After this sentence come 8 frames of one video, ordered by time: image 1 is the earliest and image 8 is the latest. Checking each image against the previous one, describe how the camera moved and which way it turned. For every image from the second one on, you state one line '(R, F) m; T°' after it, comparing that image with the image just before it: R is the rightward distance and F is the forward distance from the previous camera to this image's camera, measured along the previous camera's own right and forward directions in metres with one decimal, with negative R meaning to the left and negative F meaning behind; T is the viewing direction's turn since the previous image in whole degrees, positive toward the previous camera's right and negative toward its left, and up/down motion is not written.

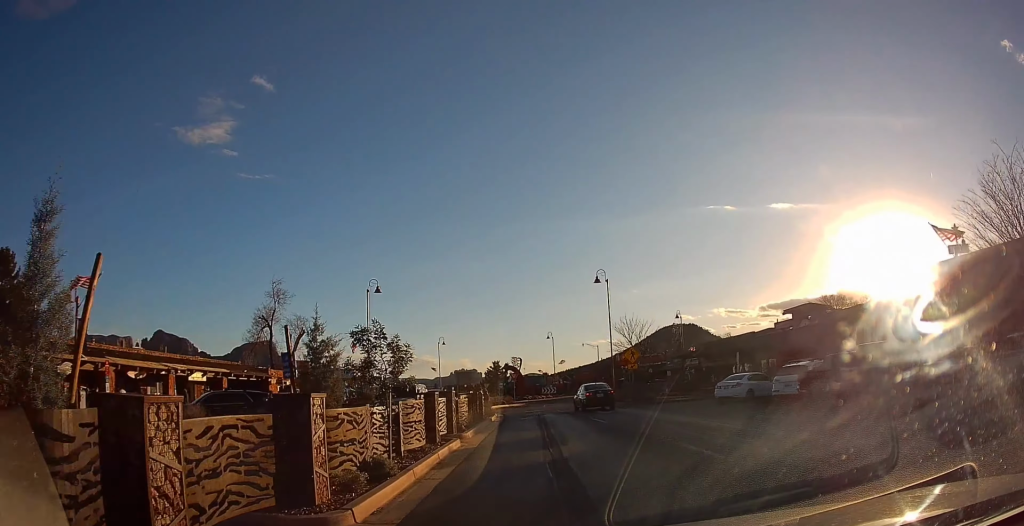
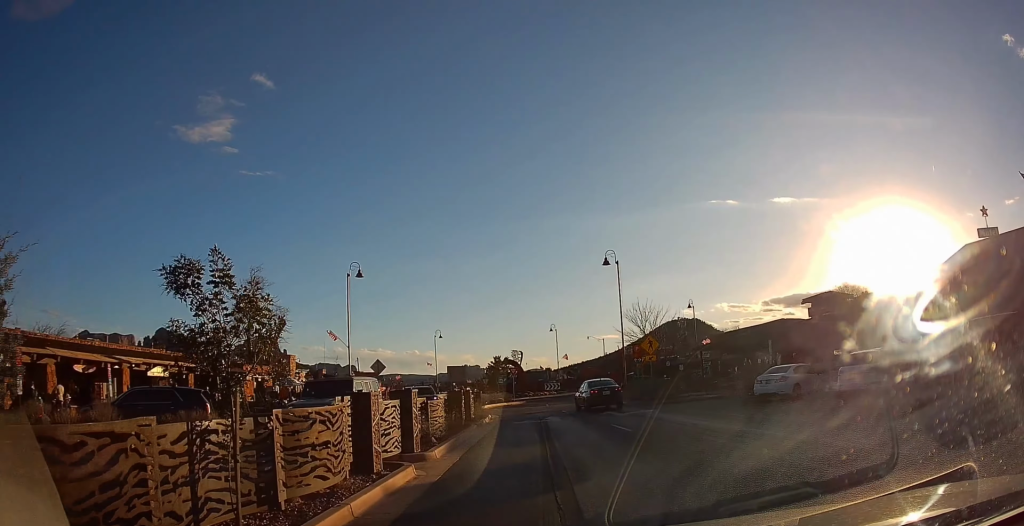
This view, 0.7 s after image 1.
(-0.1, +5.4) m; -2°
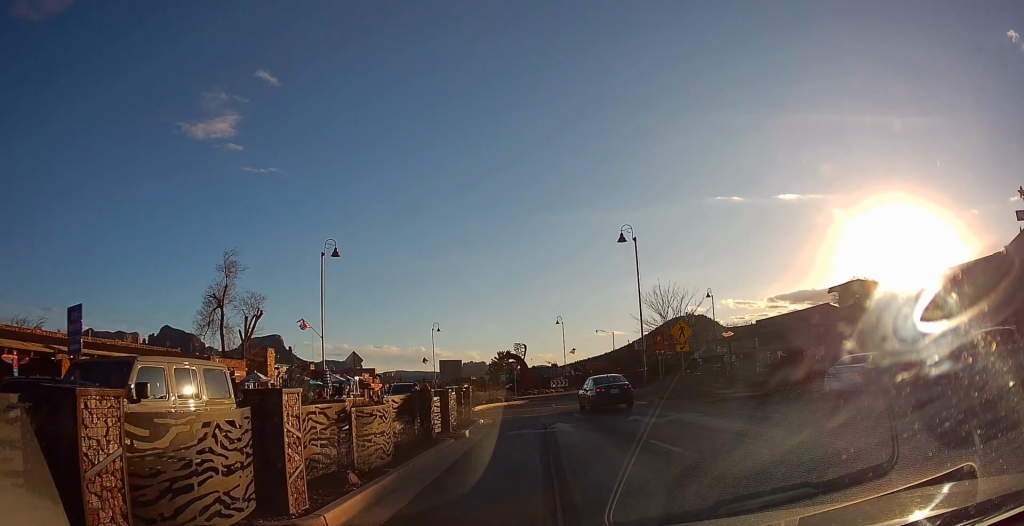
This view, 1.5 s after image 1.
(-0.2, +7.0) m; -2°
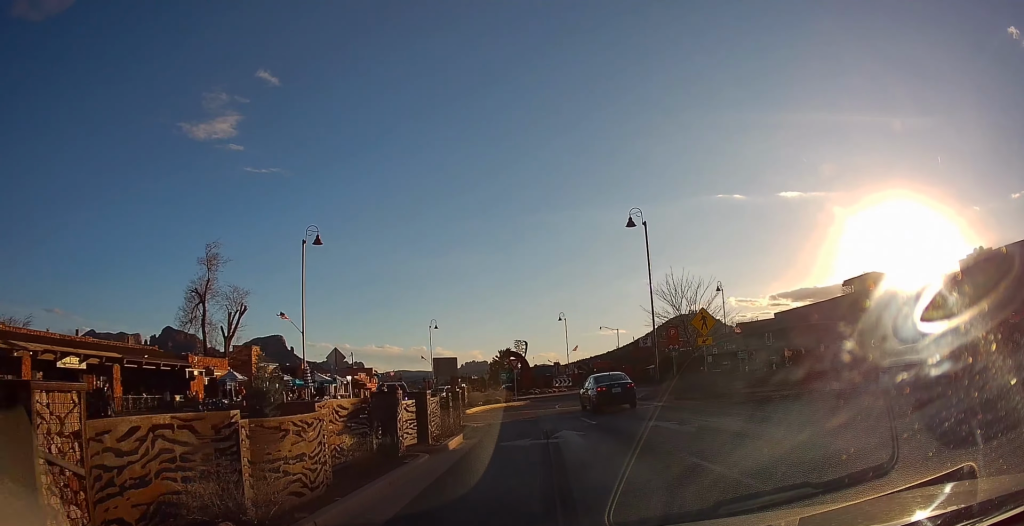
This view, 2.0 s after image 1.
(-0.1, +4.3) m; 0°
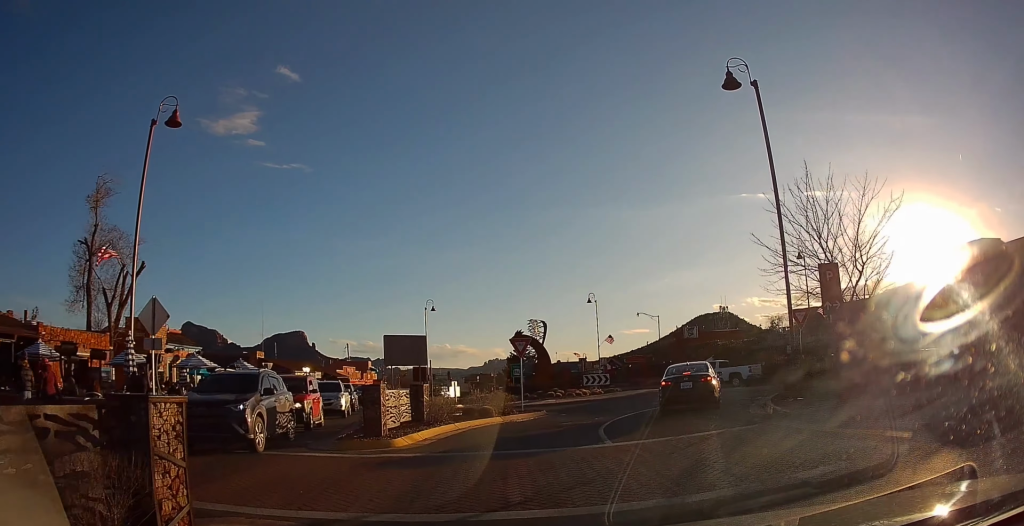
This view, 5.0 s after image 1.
(+1.1, +17.2) m; -1°
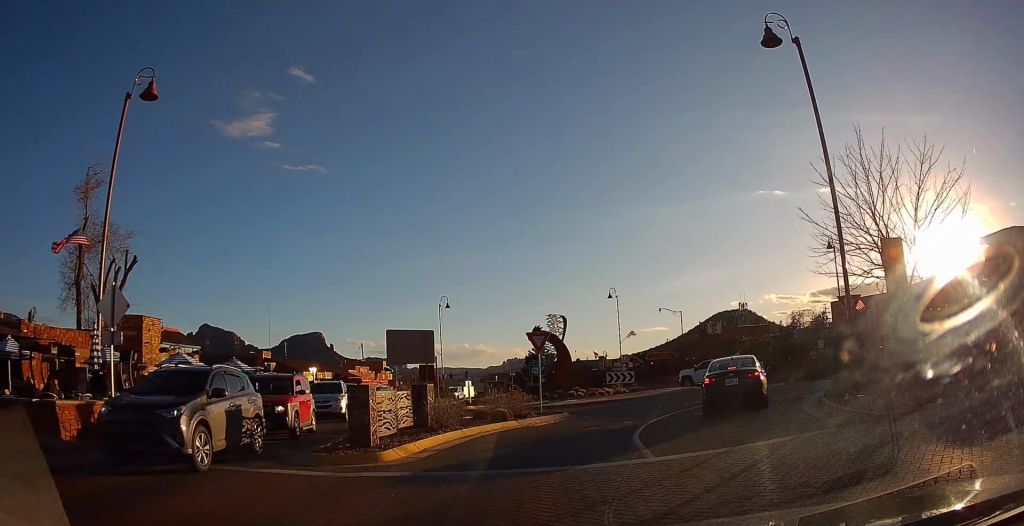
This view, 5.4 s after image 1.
(-0.1, +2.5) m; 0°
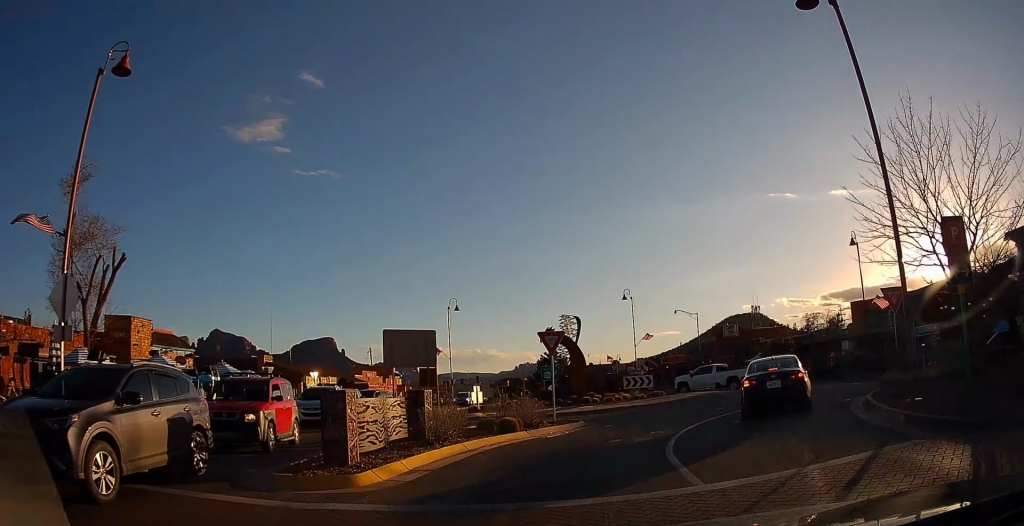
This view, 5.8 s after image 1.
(-0.1, +2.2) m; 0°
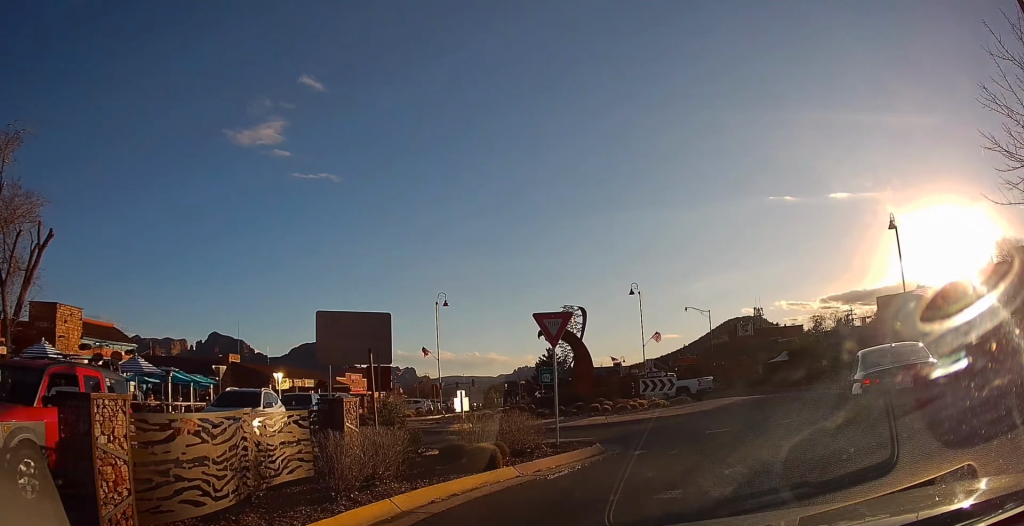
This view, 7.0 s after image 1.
(+0.2, +5.7) m; +4°
